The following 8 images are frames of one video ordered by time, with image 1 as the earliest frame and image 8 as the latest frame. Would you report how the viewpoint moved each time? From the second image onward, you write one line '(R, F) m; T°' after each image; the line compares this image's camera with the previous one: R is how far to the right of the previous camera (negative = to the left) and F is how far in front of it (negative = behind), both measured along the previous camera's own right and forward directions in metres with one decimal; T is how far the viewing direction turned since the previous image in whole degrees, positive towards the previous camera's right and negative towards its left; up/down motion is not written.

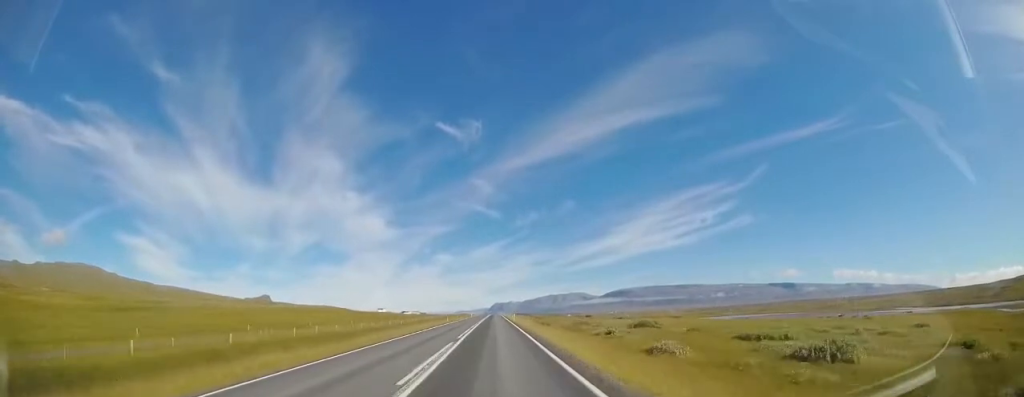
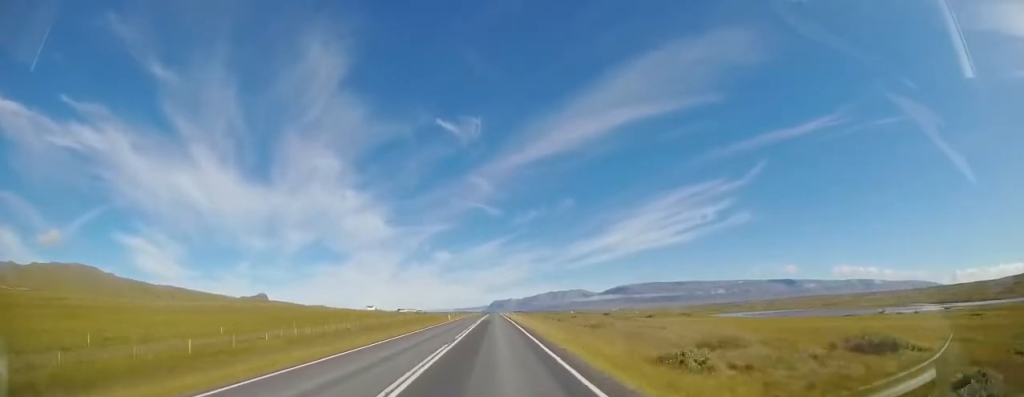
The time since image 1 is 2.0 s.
(-0.3, +49.0) m; 0°
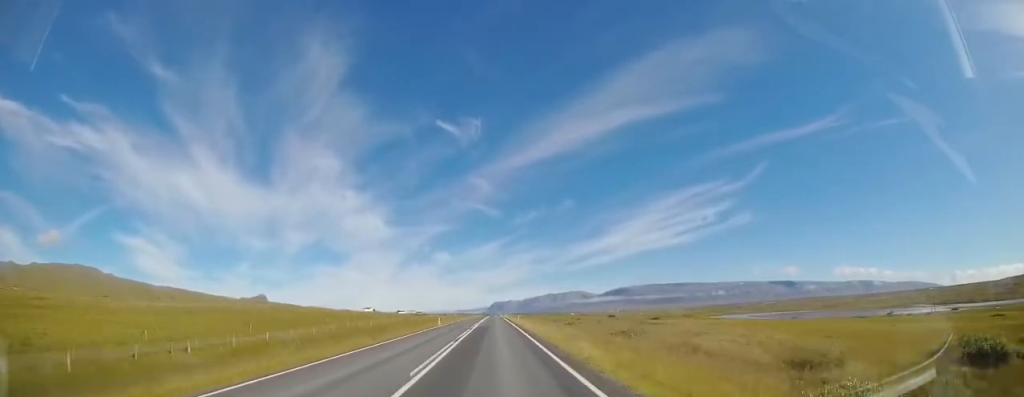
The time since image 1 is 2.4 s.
(-0.1, +9.6) m; 0°
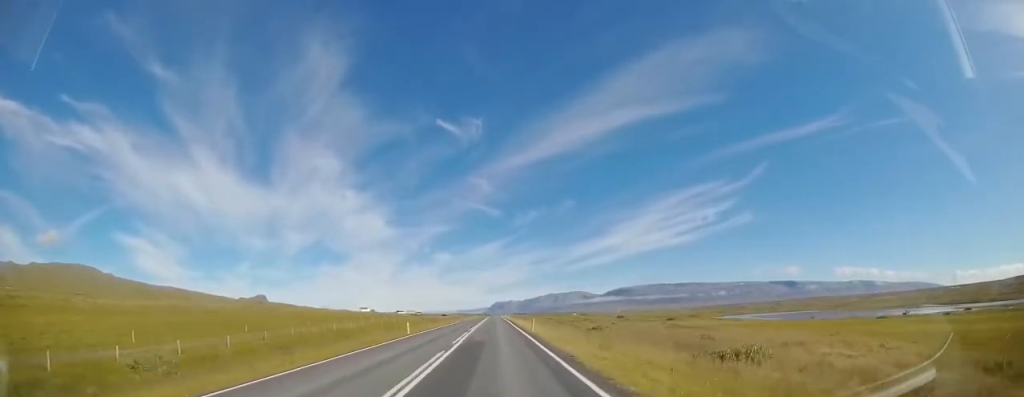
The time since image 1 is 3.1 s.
(+0.3, +16.0) m; 0°
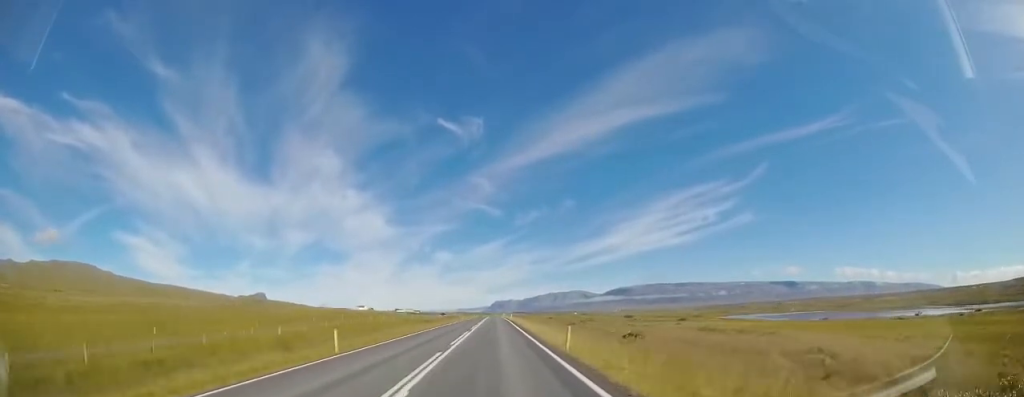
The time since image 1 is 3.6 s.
(0.0, +12.7) m; 0°
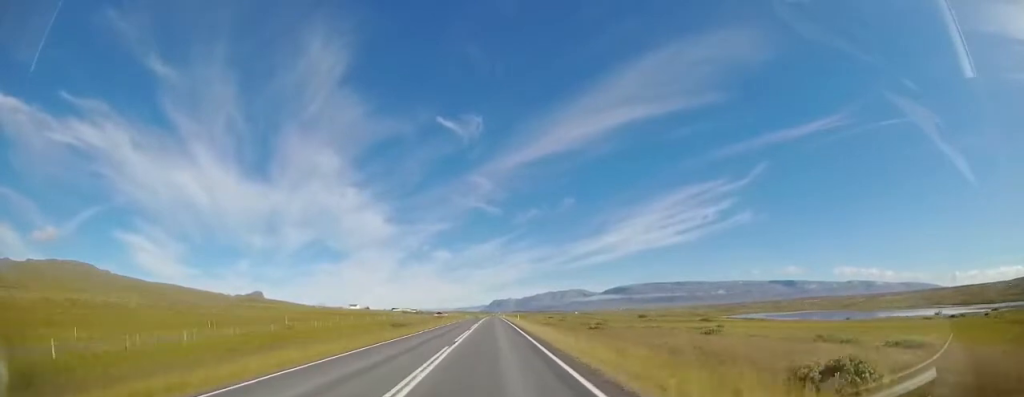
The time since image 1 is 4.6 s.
(-0.2, +22.2) m; 0°
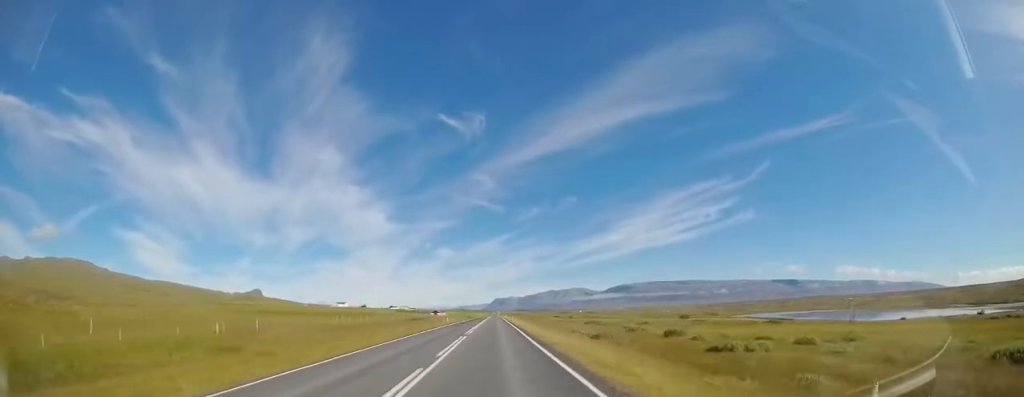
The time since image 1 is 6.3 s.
(+0.4, +40.8) m; 0°
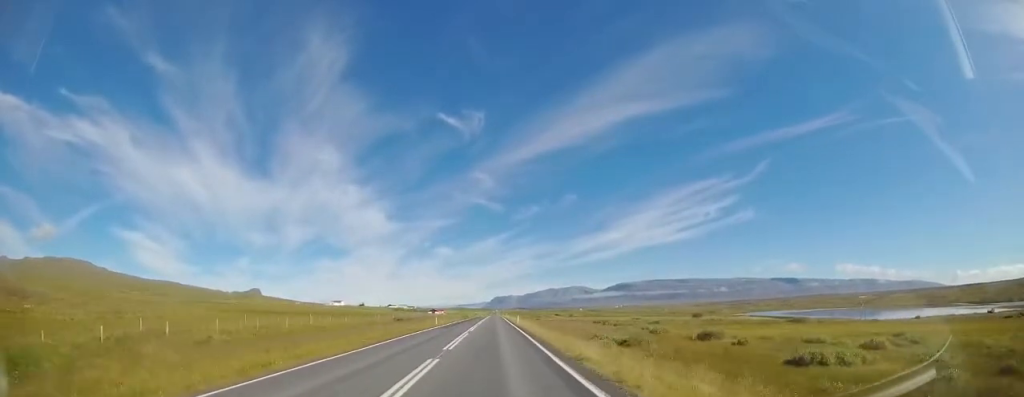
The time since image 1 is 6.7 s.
(0.0, +10.1) m; 0°
